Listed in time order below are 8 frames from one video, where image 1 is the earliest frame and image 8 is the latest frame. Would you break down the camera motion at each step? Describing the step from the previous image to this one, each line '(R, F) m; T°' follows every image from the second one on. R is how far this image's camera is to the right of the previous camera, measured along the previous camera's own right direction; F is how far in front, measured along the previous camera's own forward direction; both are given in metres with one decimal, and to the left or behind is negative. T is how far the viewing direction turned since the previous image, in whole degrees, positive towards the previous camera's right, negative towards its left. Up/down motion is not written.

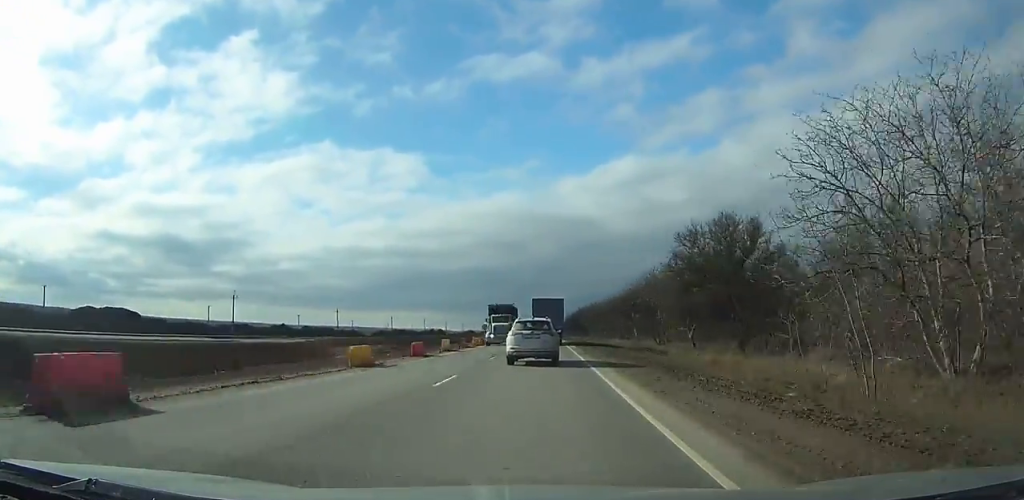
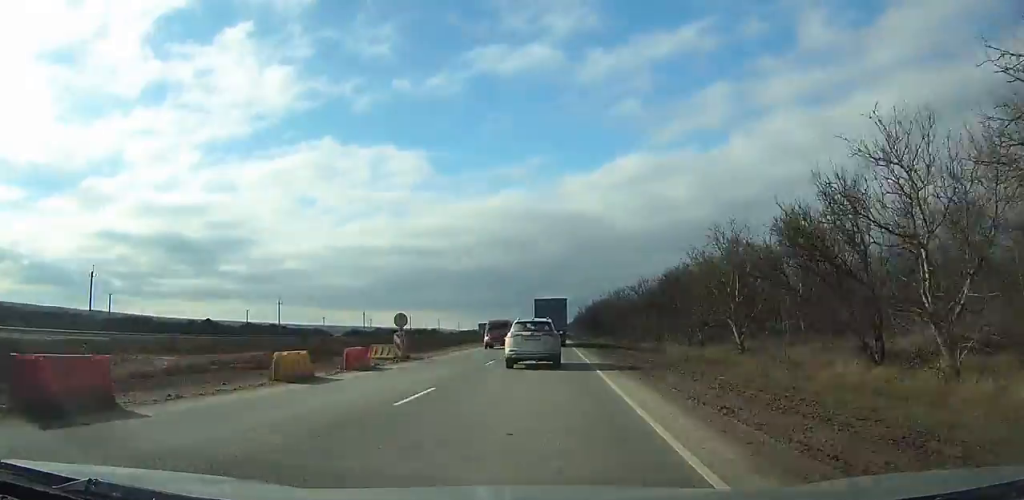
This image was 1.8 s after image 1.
(-0.2, +39.6) m; 0°
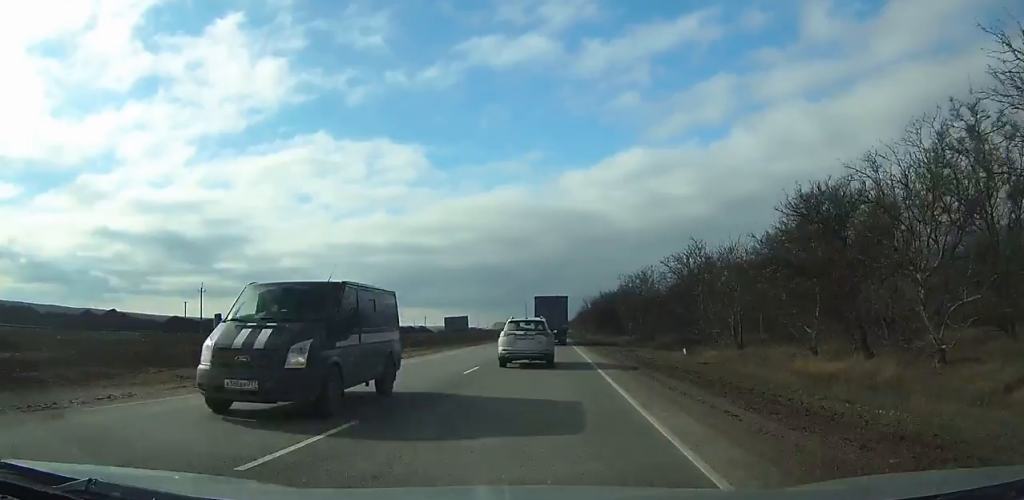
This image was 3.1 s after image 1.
(-0.1, +29.2) m; 0°
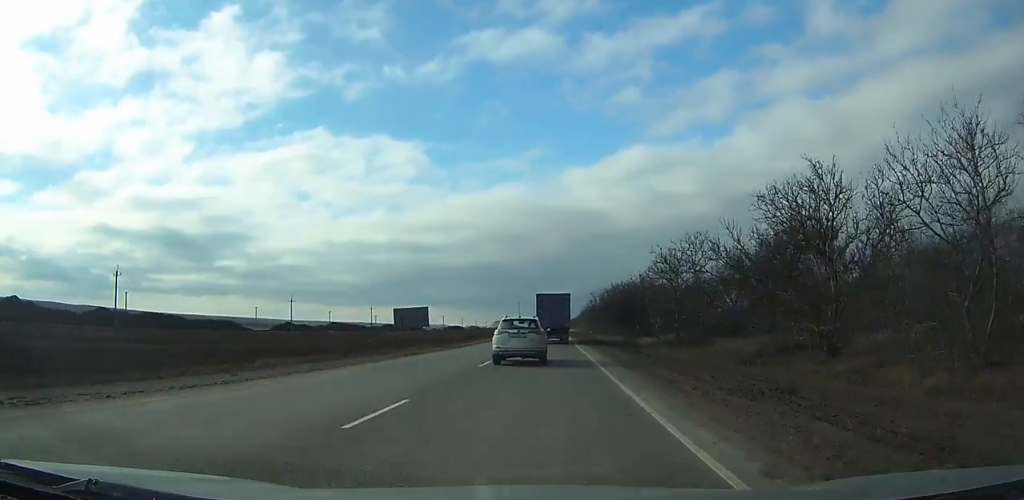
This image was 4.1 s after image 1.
(+0.1, +21.8) m; 0°
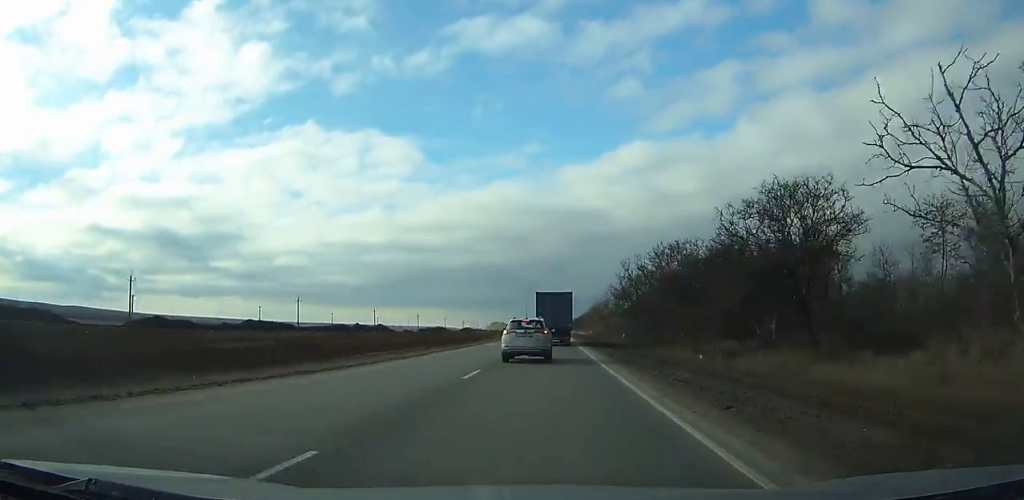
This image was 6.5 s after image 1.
(+0.2, +51.9) m; 0°
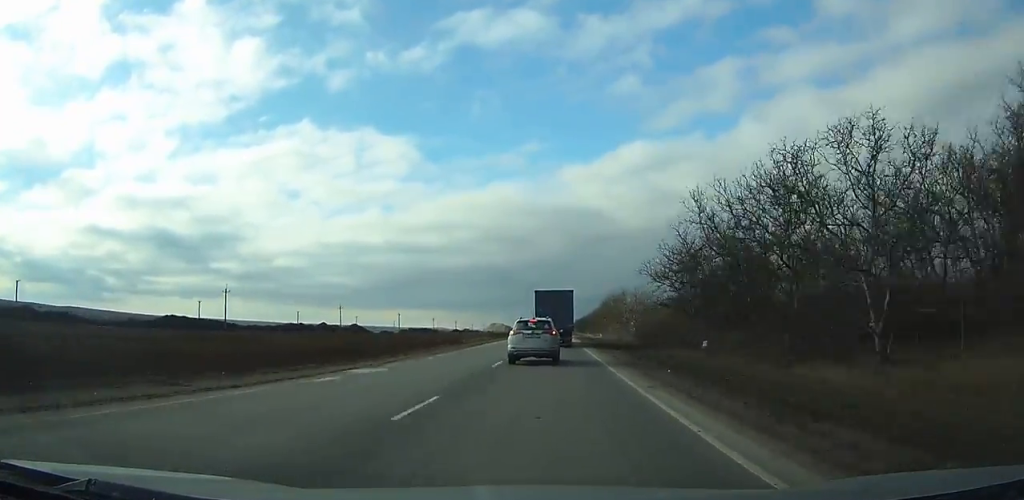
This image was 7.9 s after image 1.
(0.0, +29.7) m; 0°
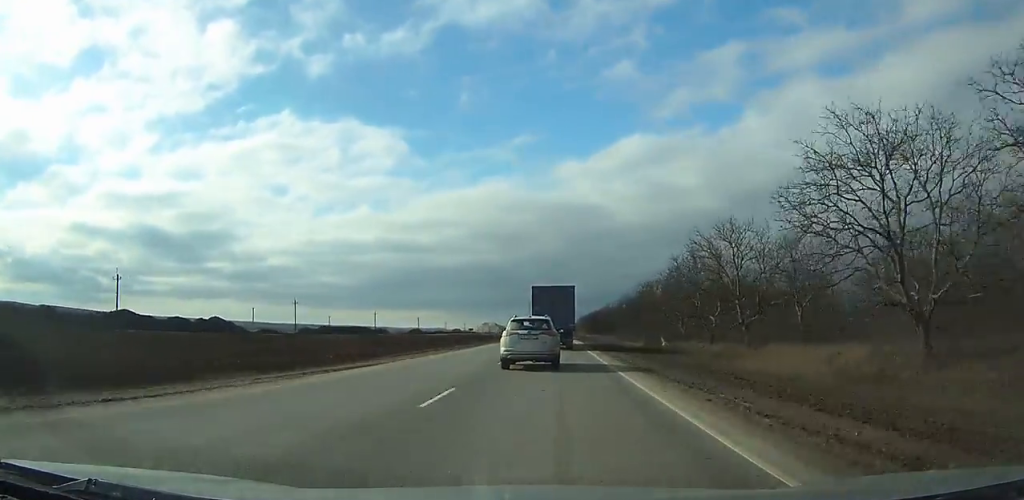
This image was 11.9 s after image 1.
(-0.1, +81.5) m; 0°
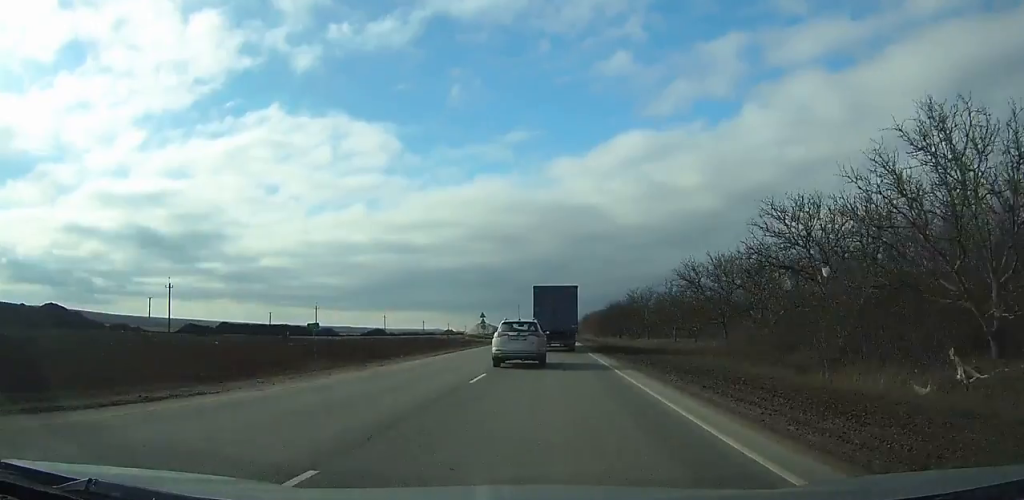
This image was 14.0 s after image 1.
(0.0, +43.9) m; 0°
